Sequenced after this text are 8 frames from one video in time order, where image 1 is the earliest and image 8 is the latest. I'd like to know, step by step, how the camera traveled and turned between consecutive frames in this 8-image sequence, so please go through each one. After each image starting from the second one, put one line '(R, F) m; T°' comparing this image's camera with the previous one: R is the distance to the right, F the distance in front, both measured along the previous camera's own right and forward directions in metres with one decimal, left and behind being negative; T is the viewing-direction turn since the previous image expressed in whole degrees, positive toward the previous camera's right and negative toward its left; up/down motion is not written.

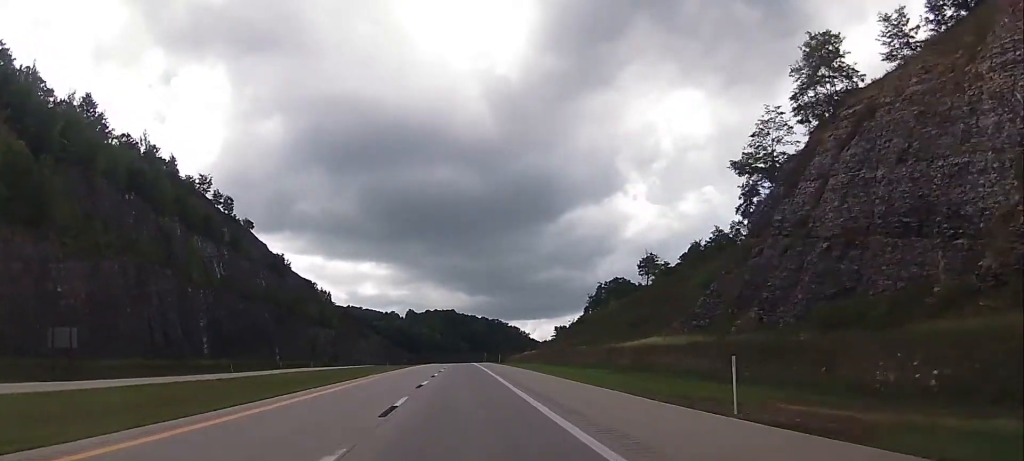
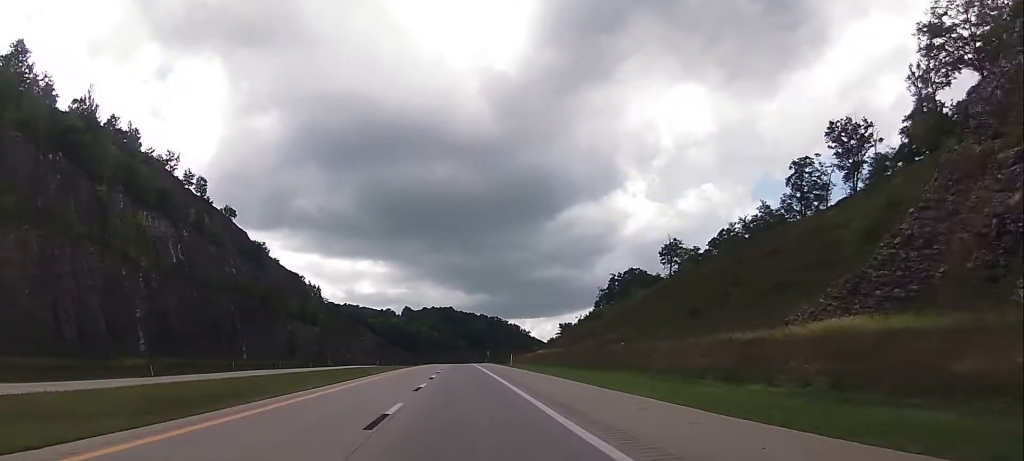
(+0.7, +27.3) m; +1°
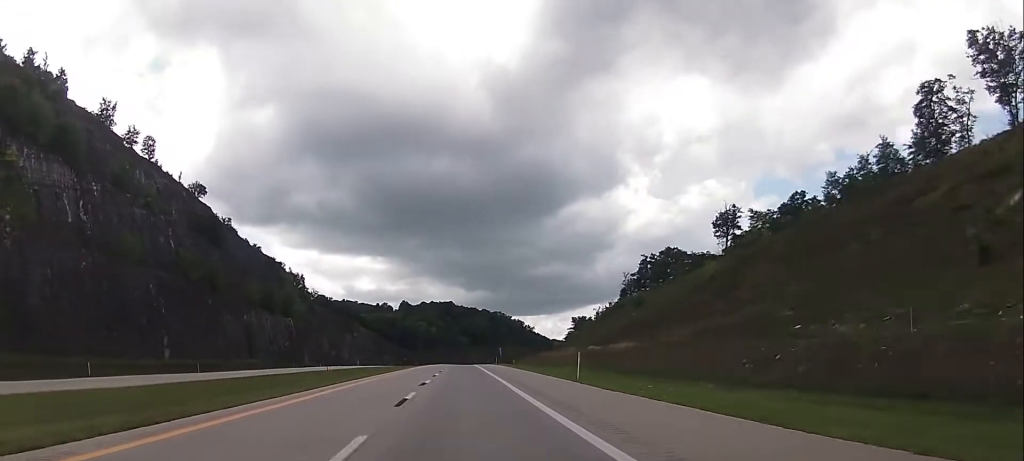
(-0.3, +43.7) m; 0°
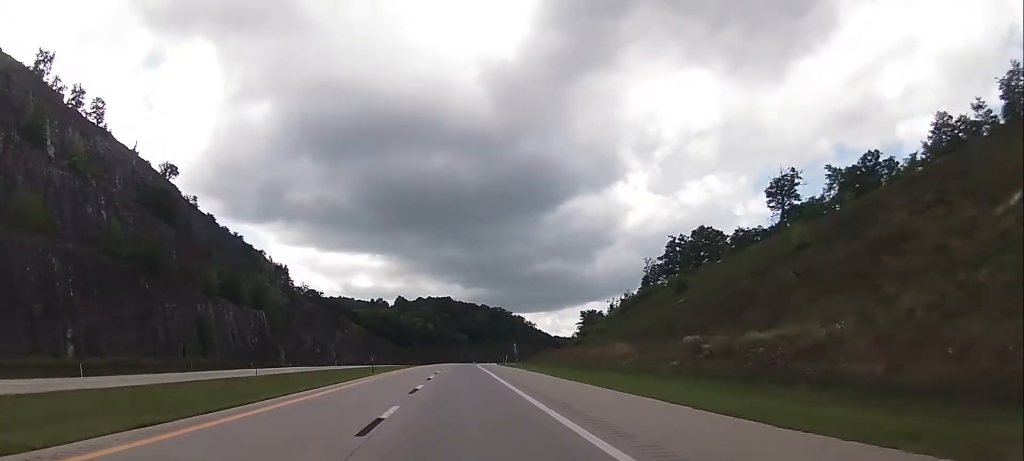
(+0.1, +30.7) m; 0°
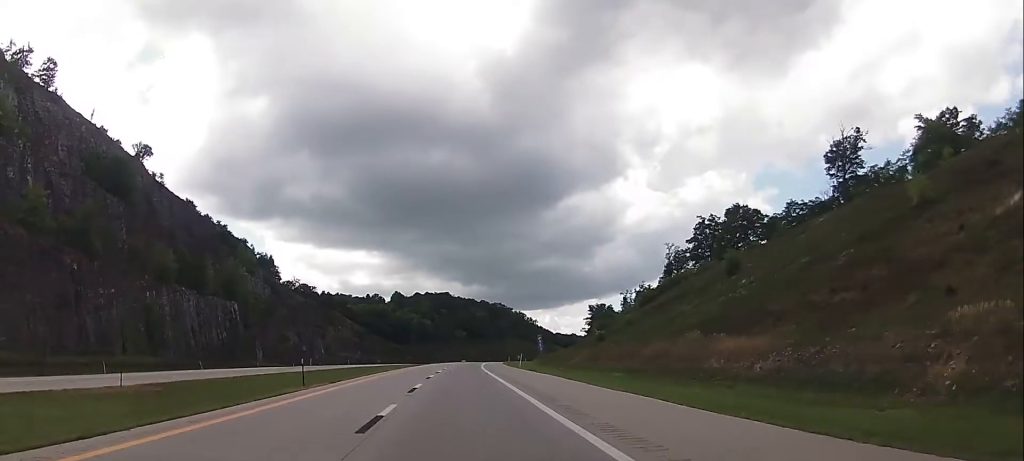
(-0.2, +24.2) m; 0°
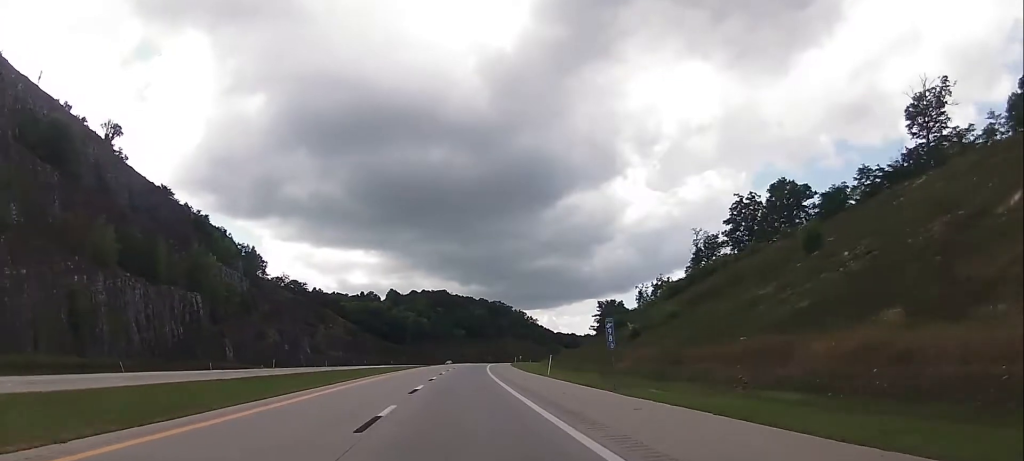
(+0.2, +24.3) m; 0°
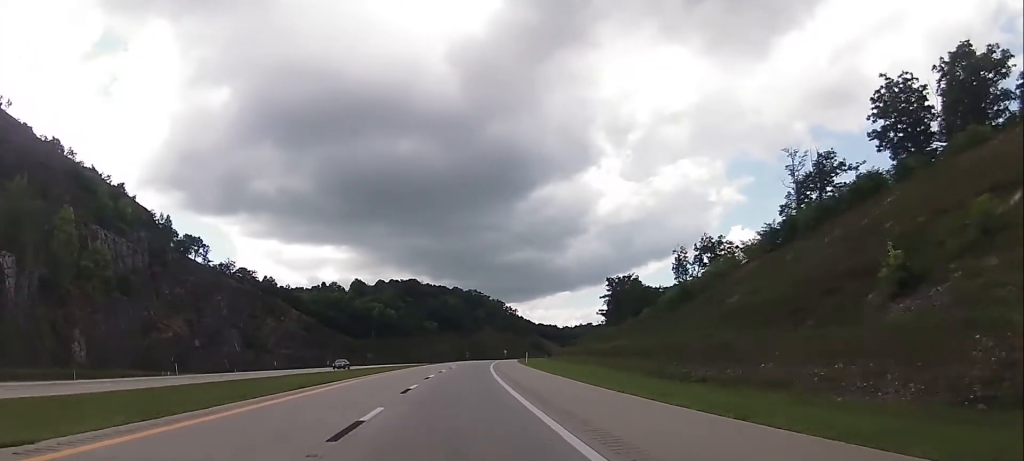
(+0.3, +62.9) m; +1°
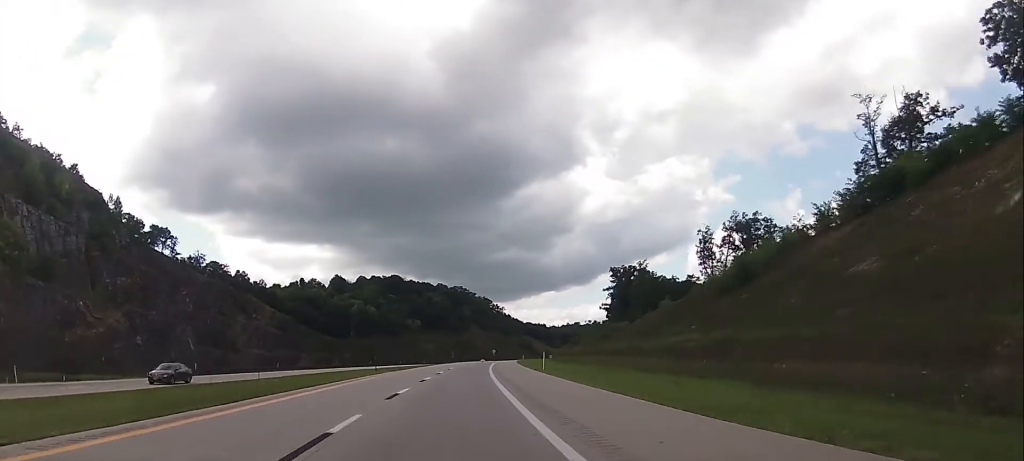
(+0.2, +26.4) m; +1°
